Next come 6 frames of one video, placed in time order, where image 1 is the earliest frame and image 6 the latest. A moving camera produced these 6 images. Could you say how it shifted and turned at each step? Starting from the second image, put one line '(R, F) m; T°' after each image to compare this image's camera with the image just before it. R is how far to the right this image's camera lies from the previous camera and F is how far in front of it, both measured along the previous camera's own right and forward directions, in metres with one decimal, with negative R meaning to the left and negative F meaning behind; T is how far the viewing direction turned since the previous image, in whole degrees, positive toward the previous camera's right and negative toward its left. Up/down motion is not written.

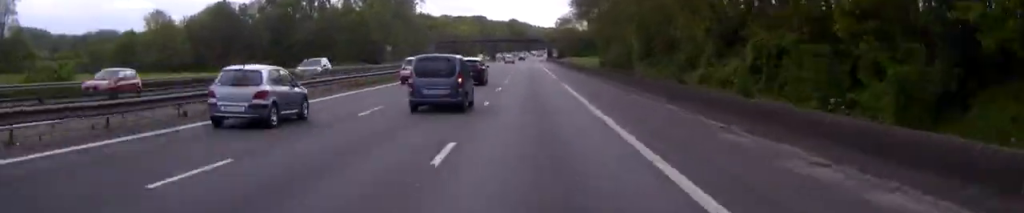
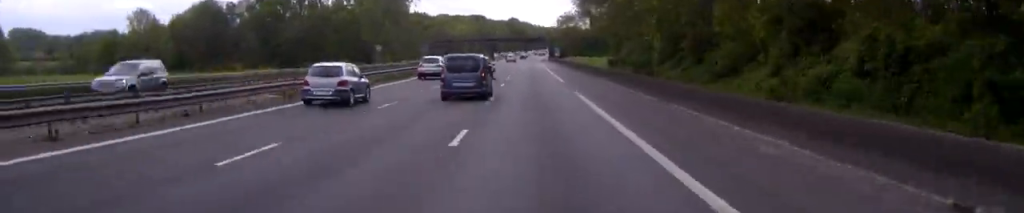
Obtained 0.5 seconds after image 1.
(0.0, +10.6) m; 0°
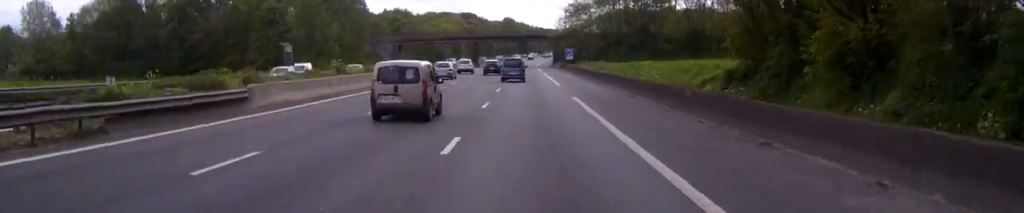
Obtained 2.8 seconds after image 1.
(+0.4, +52.6) m; +1°
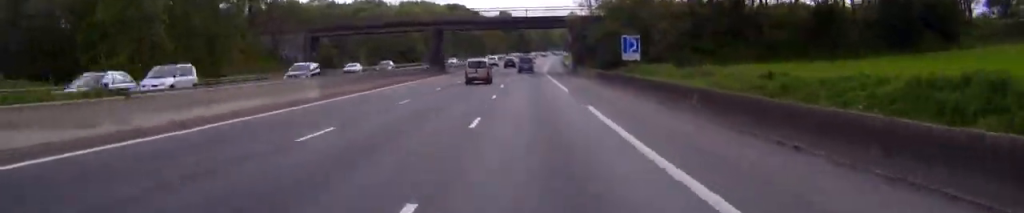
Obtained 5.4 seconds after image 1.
(0.0, +59.8) m; 0°
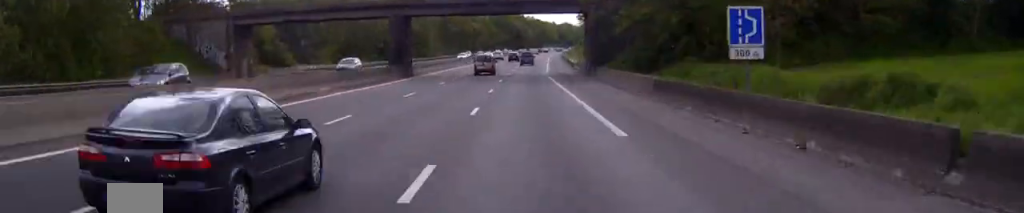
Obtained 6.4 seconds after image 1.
(+0.1, +23.1) m; 0°
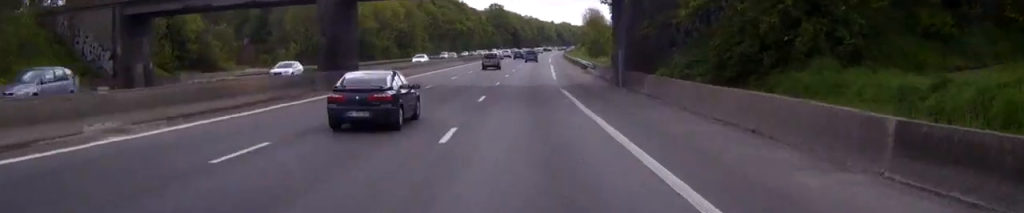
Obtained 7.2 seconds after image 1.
(+0.1, +20.1) m; 0°
